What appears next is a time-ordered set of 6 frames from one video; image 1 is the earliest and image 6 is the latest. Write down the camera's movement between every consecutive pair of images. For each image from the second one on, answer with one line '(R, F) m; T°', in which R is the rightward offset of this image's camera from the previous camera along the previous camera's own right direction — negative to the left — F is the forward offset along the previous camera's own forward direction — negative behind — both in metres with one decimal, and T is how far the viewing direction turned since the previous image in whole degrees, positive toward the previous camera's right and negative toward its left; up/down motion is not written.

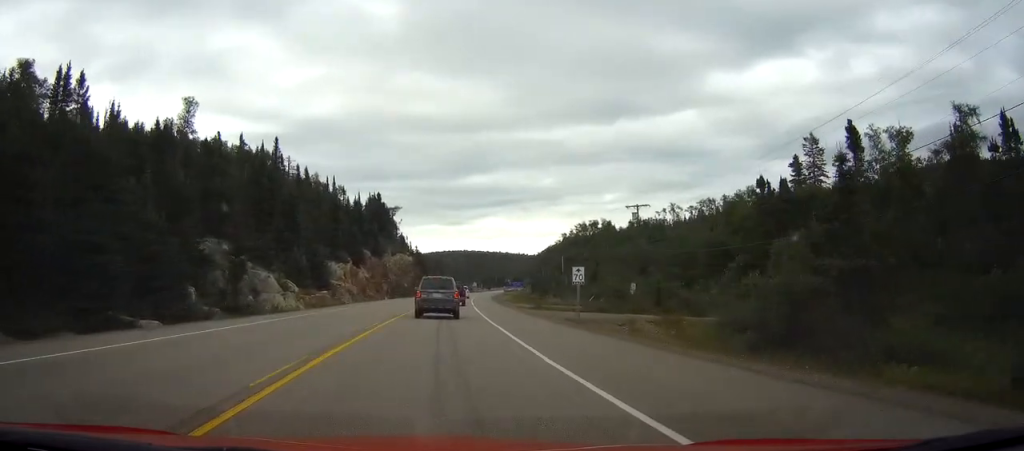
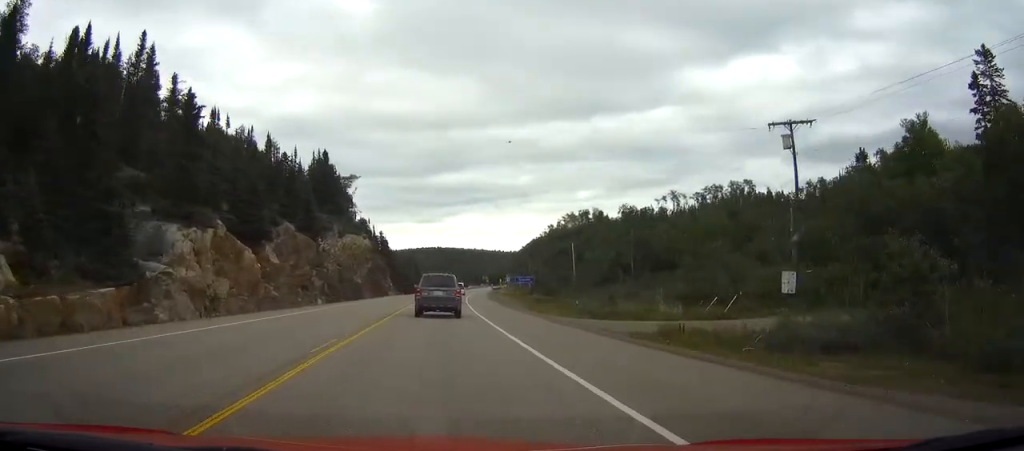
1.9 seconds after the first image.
(0.0, +46.3) m; 0°
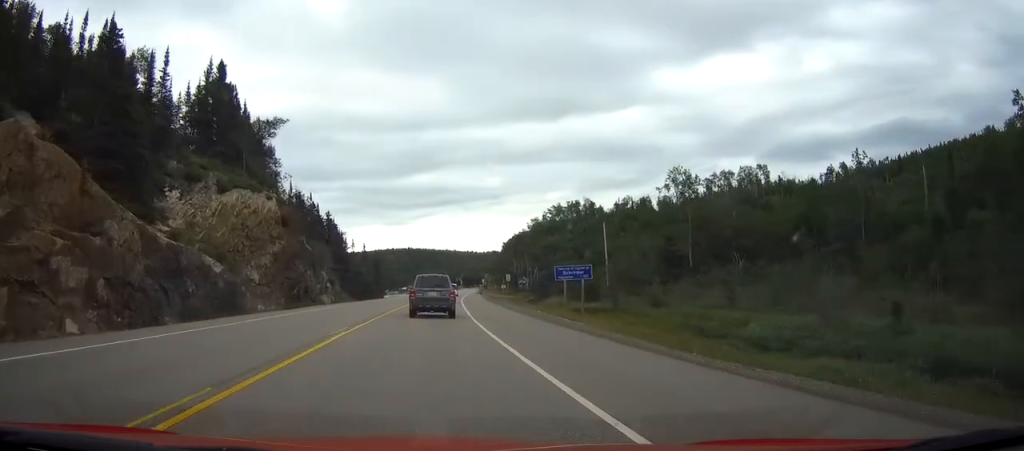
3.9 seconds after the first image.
(0.0, +47.0) m; 0°
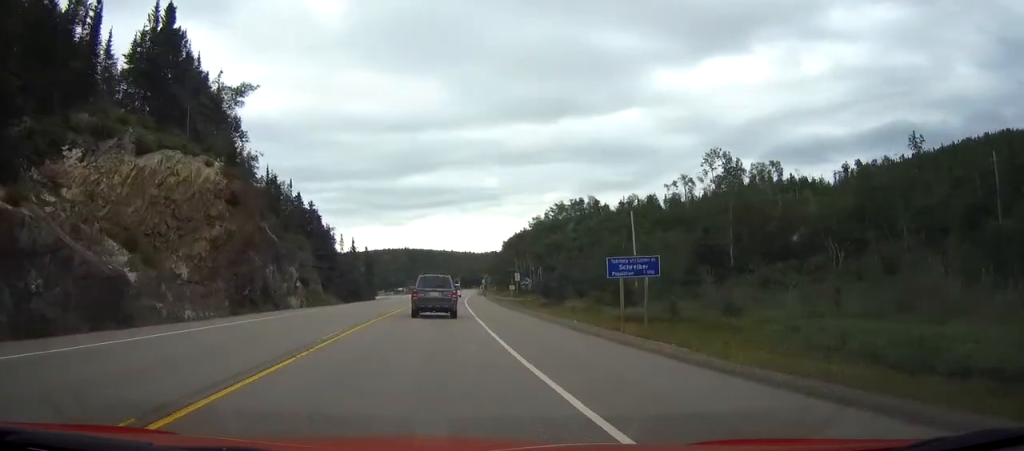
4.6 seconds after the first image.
(0.0, +15.3) m; 0°
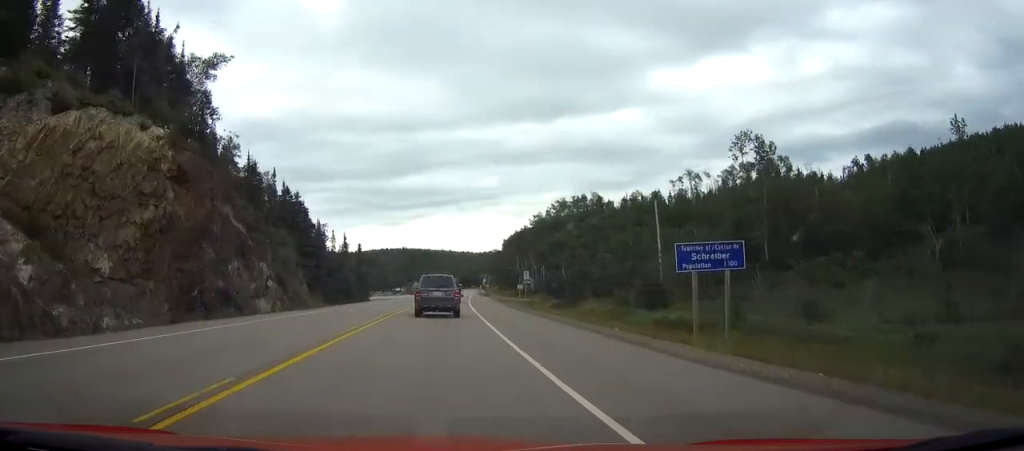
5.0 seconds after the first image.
(0.0, +9.8) m; 0°
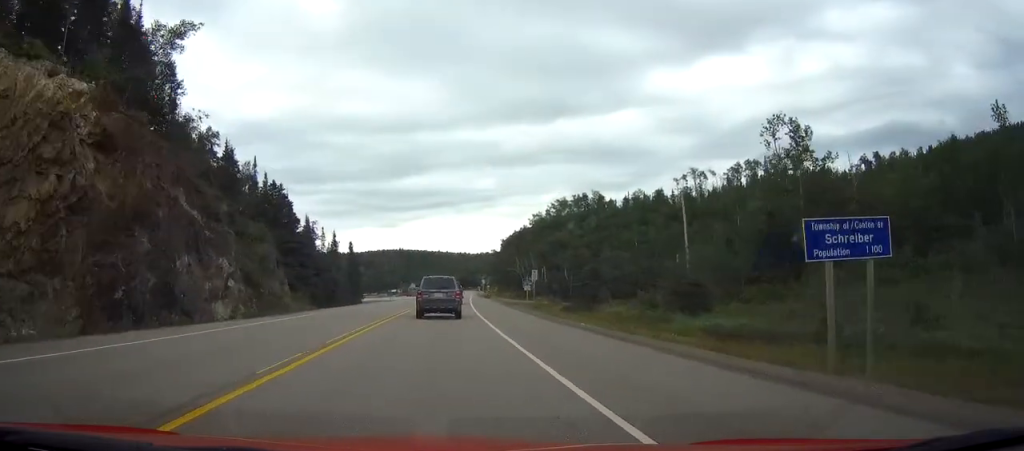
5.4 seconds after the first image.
(0.0, +9.0) m; 0°
